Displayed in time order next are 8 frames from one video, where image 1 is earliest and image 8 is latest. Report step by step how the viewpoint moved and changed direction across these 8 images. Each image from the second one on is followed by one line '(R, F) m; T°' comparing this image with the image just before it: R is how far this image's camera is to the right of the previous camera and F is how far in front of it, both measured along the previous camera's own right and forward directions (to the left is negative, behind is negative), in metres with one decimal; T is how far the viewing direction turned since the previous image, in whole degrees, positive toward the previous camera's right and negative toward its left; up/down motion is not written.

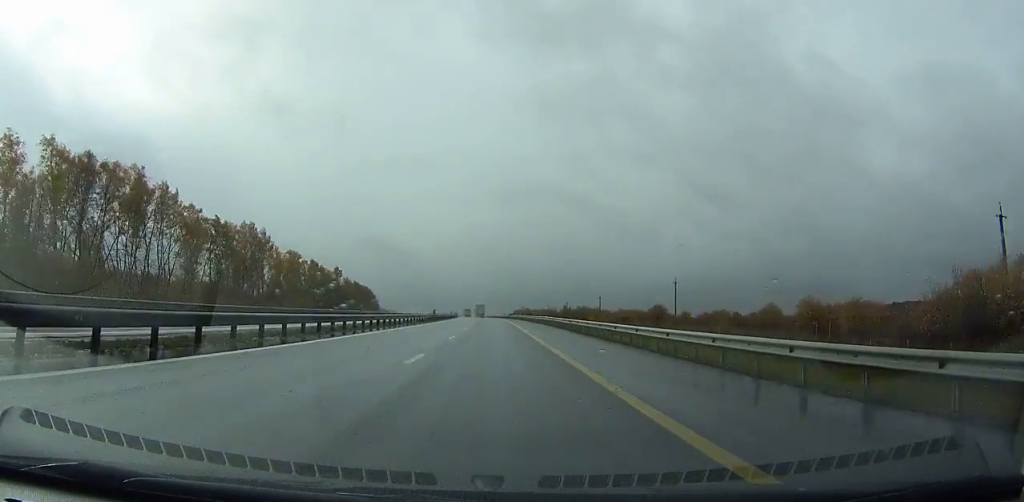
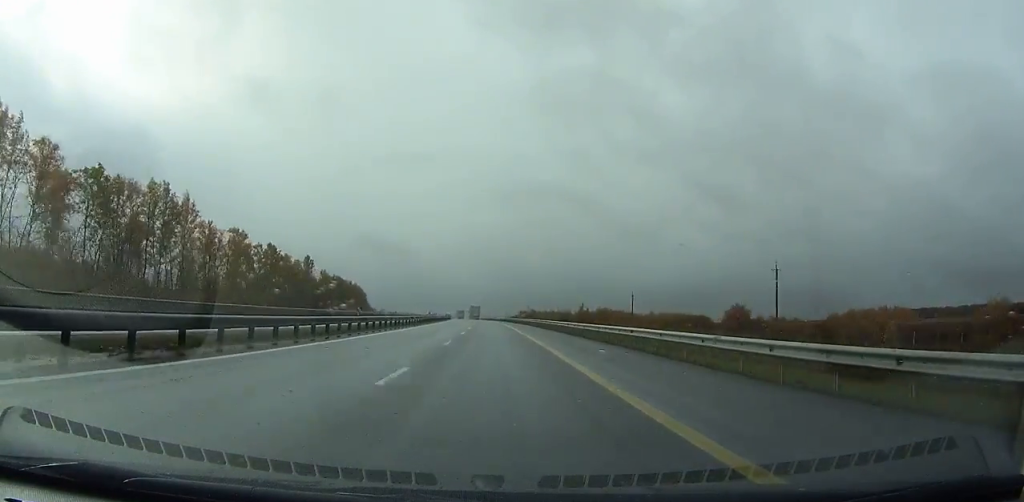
(+0.3, +39.7) m; 0°
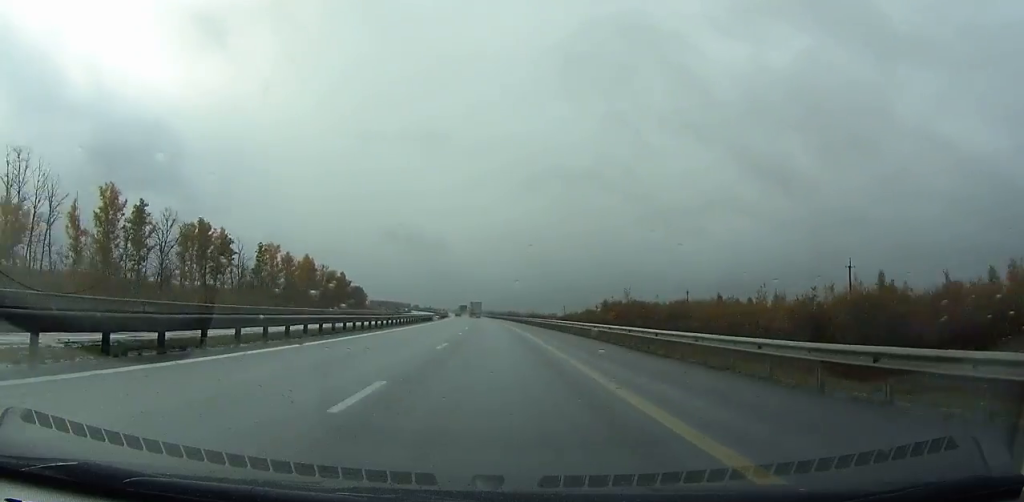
(-4.1, +145.9) m; -3°
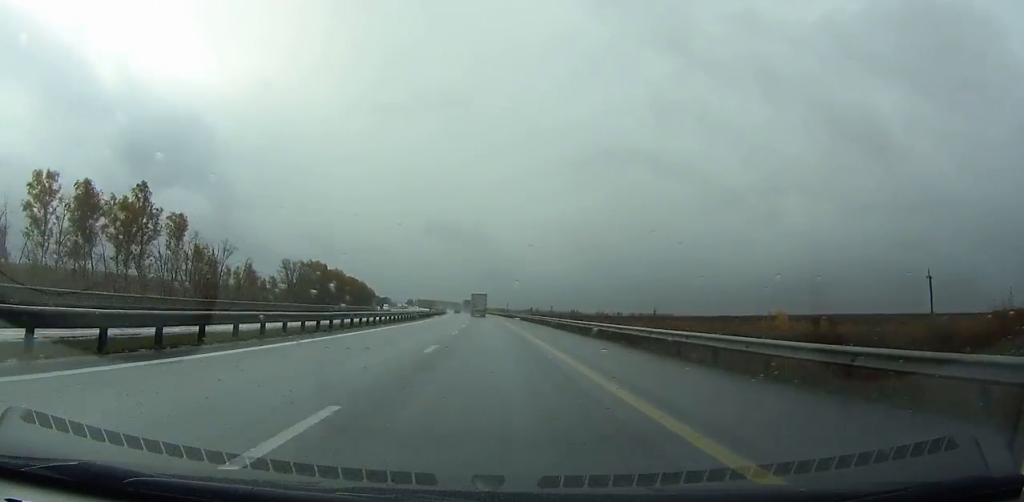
(-9.9, +202.3) m; -6°
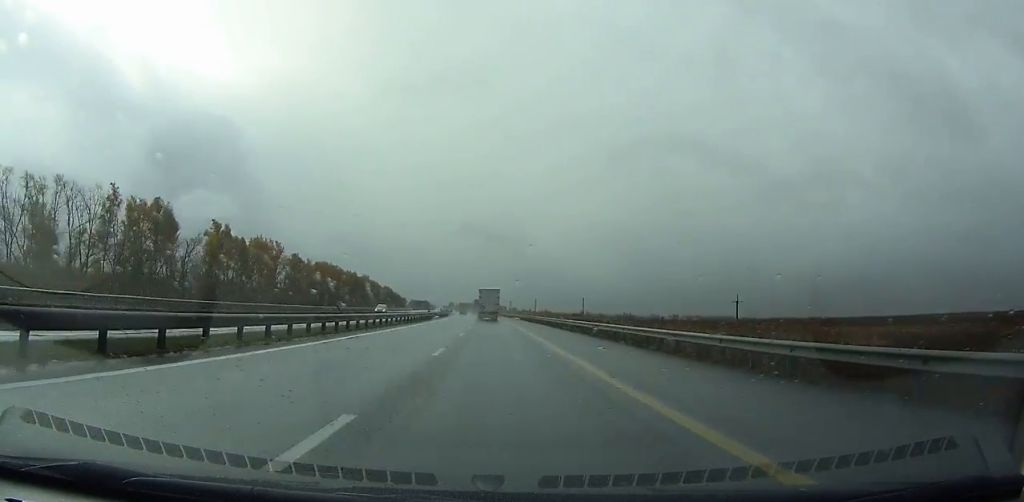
(-4.8, +134.0) m; -5°
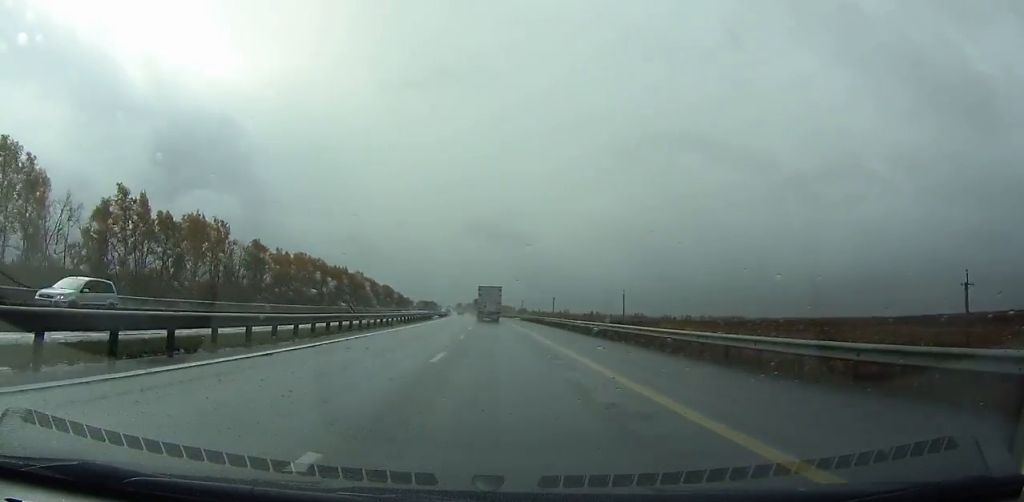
(-0.9, +38.9) m; -1°
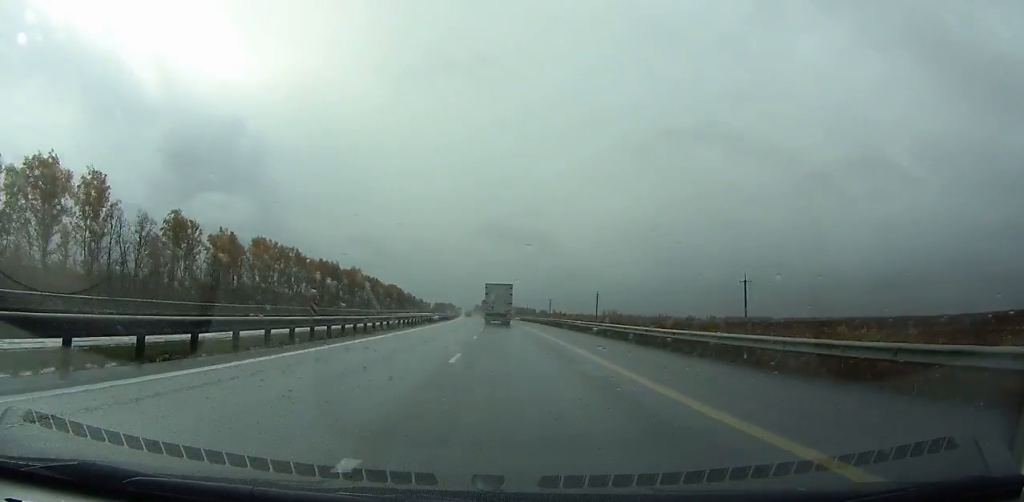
(0.0, +48.5) m; -2°
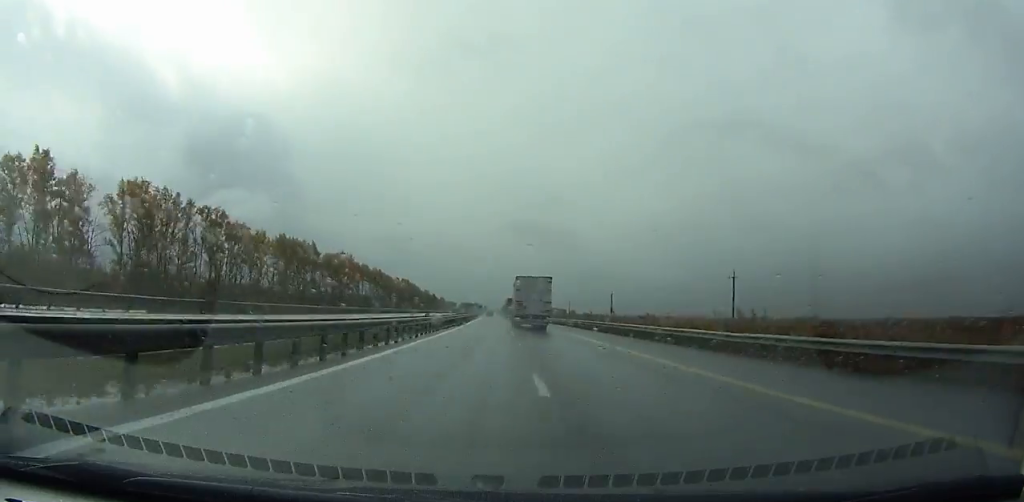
(-1.9, +65.8) m; -1°
